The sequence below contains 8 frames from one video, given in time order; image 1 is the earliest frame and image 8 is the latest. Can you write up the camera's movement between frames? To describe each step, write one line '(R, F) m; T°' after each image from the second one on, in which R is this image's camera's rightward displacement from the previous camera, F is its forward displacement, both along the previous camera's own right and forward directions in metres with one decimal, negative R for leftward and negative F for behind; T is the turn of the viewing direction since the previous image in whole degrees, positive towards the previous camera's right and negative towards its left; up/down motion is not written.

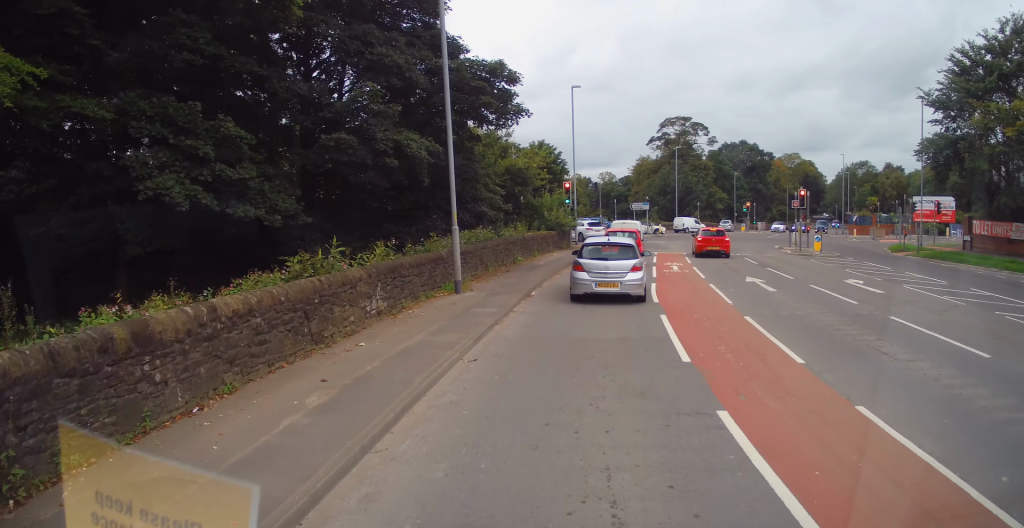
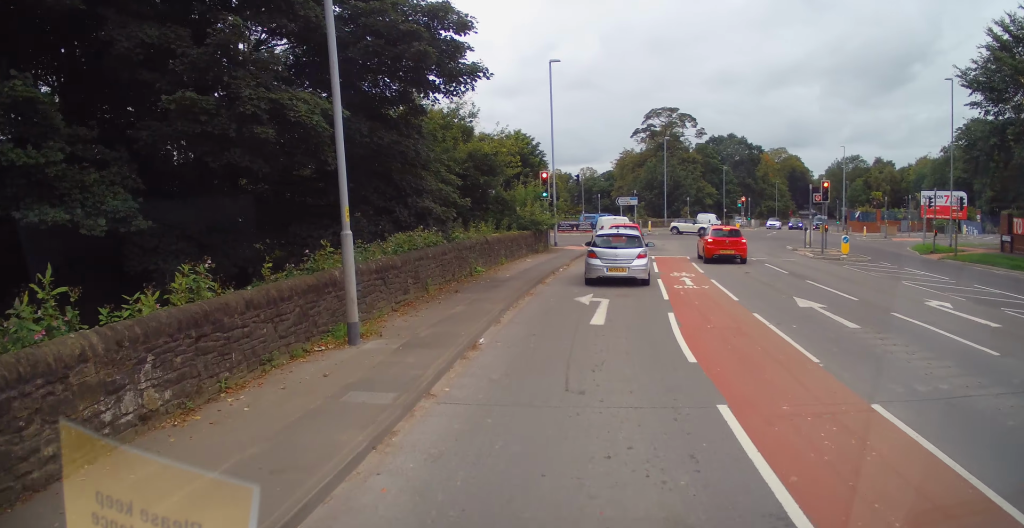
(+0.2, +6.4) m; +3°
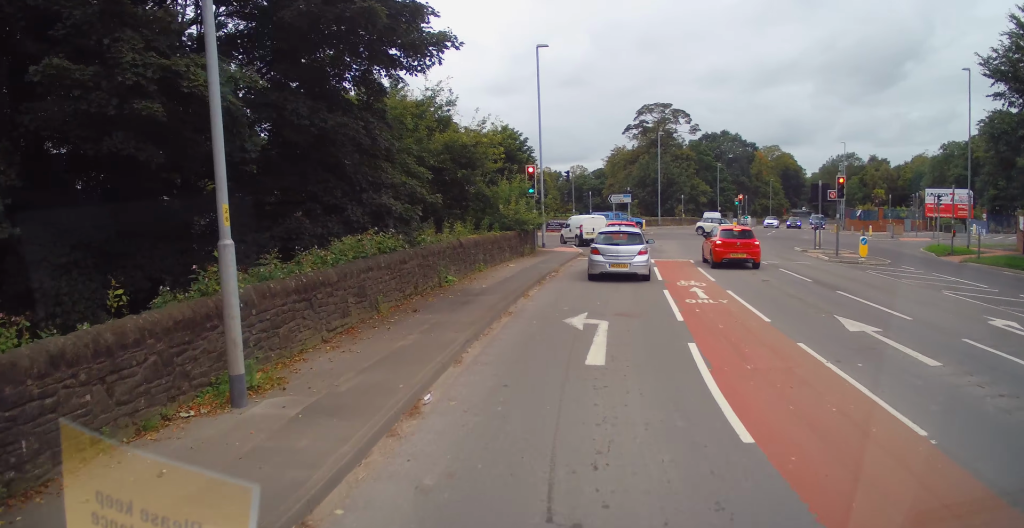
(0.0, +3.0) m; +1°
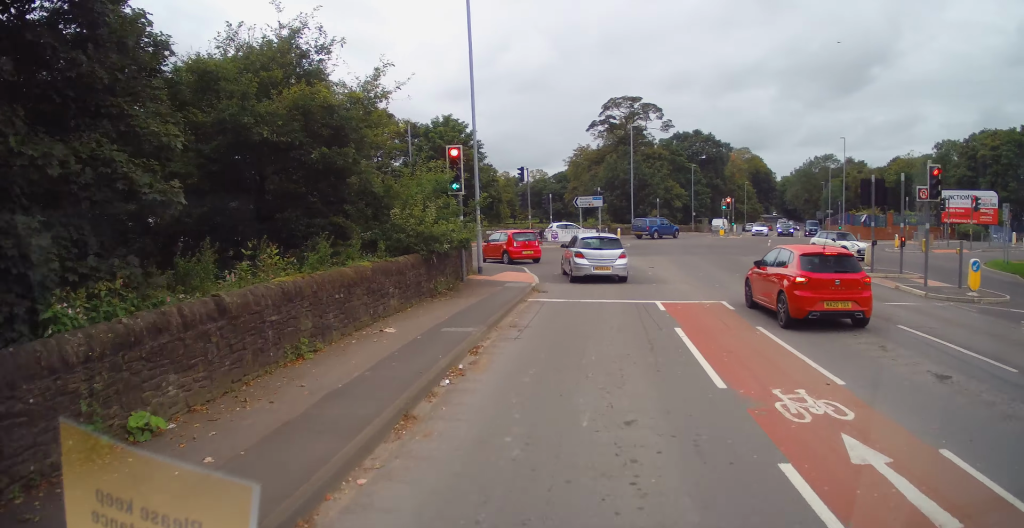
(+0.2, +11.0) m; +2°
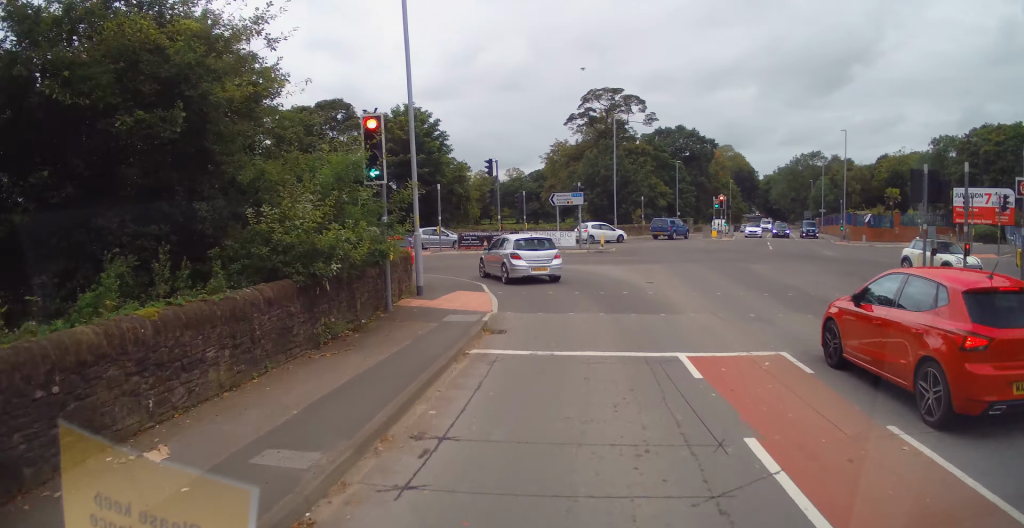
(0.0, +5.7) m; +2°
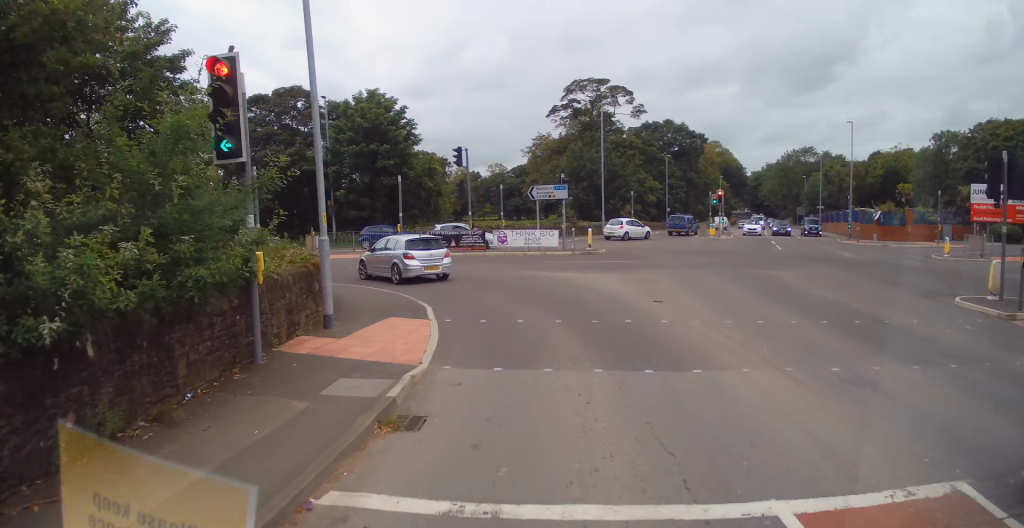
(0.0, +5.0) m; +2°
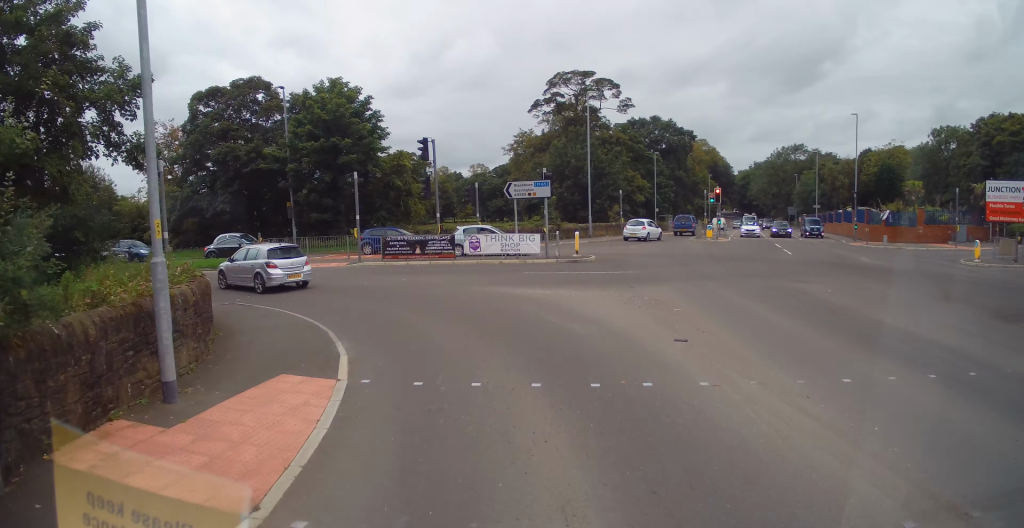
(+0.3, +4.1) m; -3°
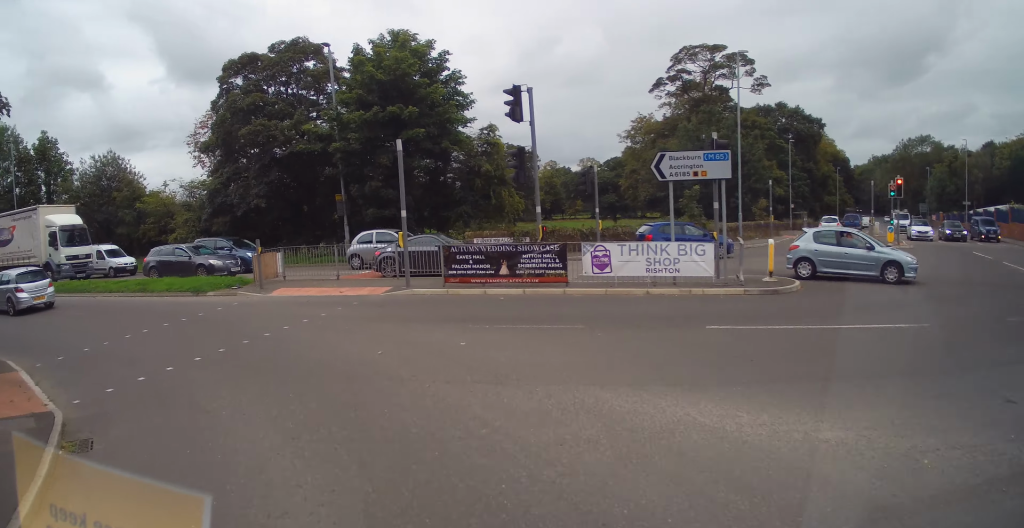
(-1.7, +10.3) m; -24°
